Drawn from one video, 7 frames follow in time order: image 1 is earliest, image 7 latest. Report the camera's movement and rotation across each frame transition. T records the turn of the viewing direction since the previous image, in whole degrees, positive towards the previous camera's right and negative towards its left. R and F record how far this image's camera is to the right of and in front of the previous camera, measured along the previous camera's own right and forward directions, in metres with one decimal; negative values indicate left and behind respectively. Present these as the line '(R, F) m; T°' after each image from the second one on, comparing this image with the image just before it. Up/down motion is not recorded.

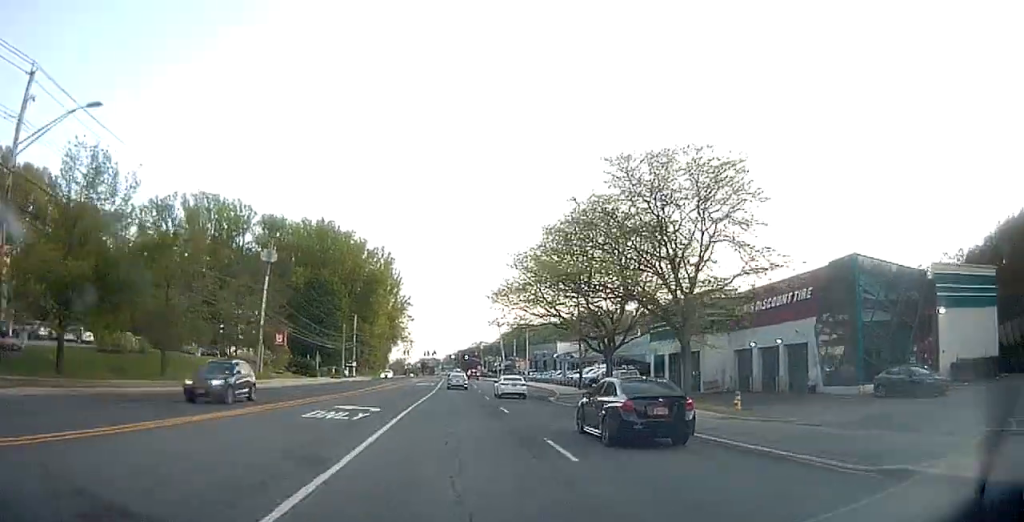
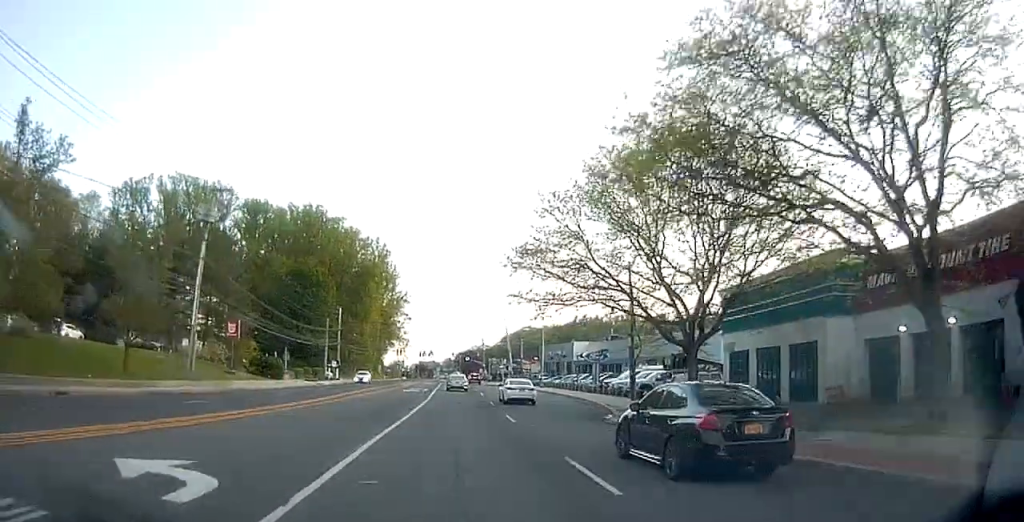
(+0.2, +15.8) m; 0°
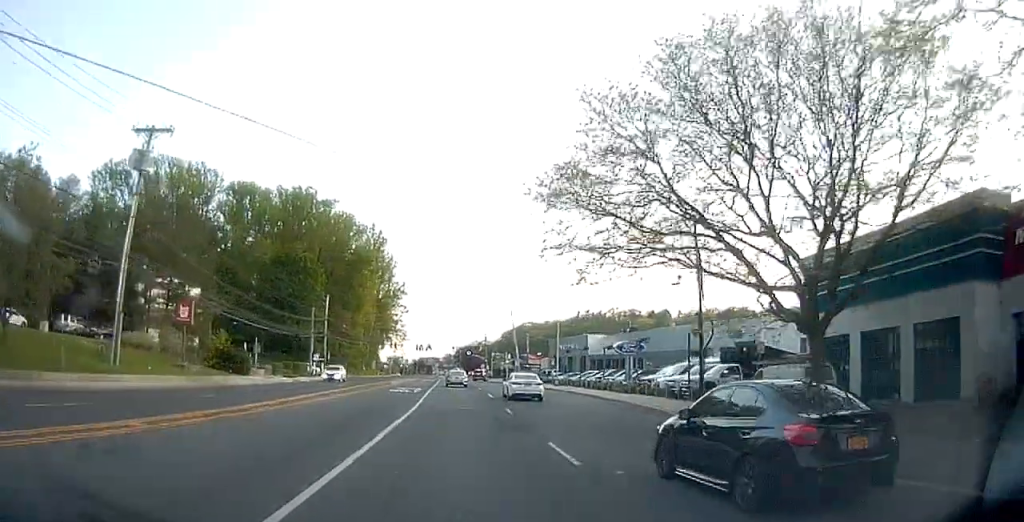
(-0.1, +10.6) m; 0°
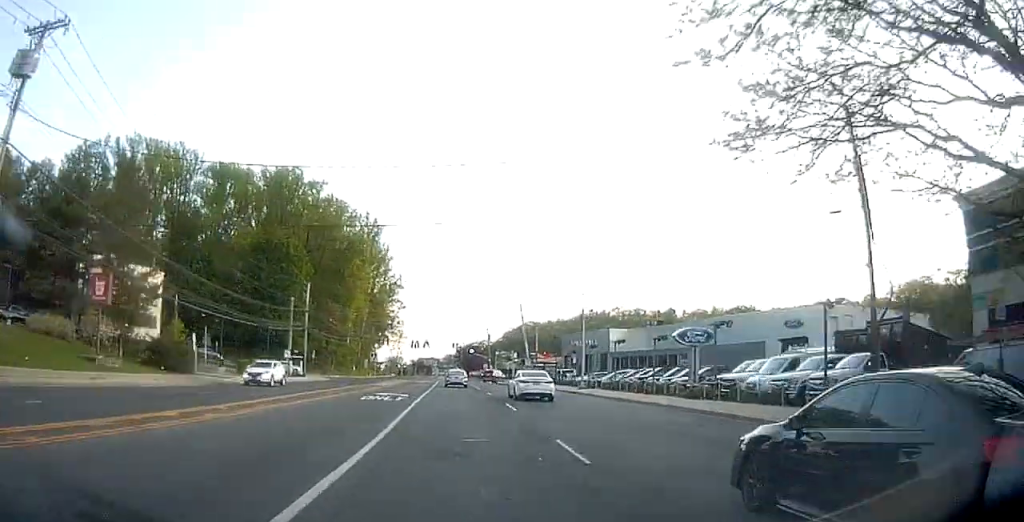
(-0.1, +12.3) m; 0°
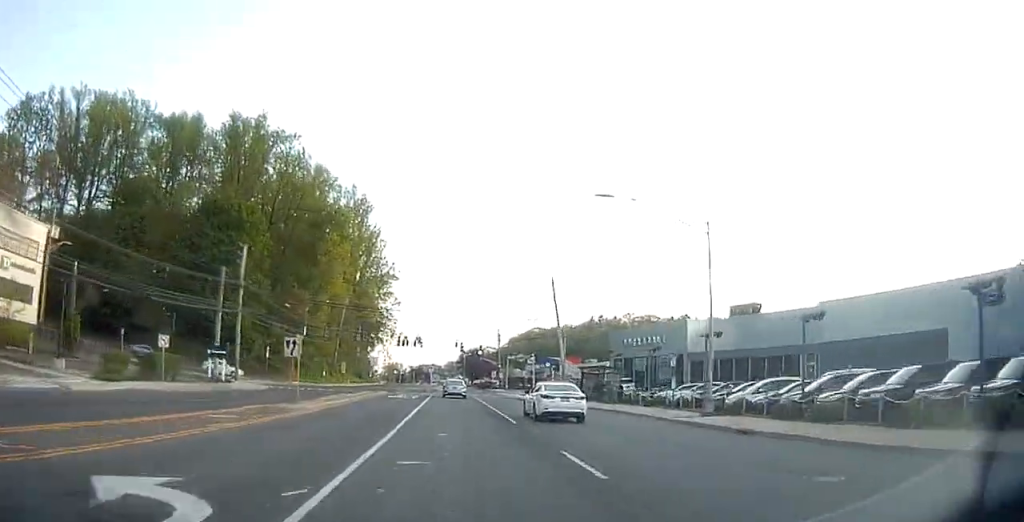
(+0.1, +25.6) m; 0°
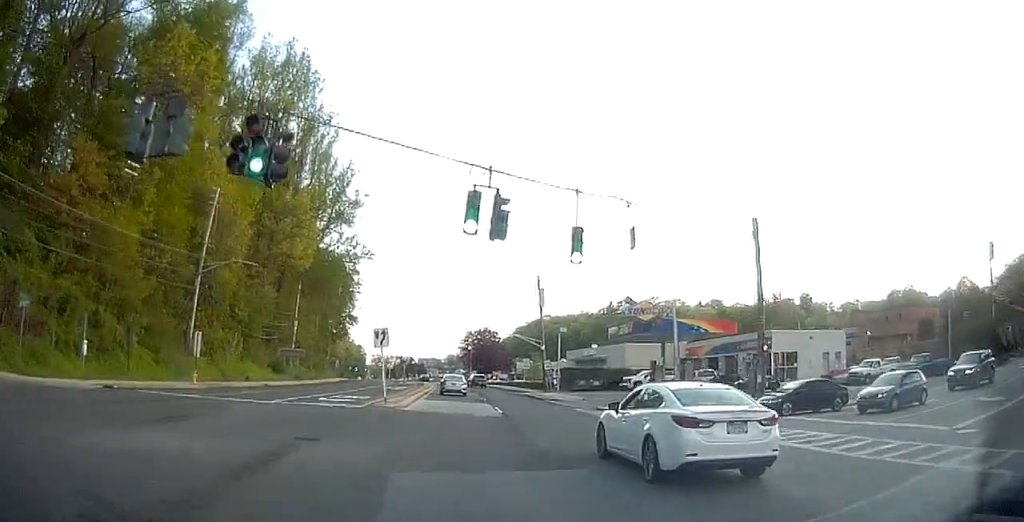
(0.0, +54.9) m; +1°
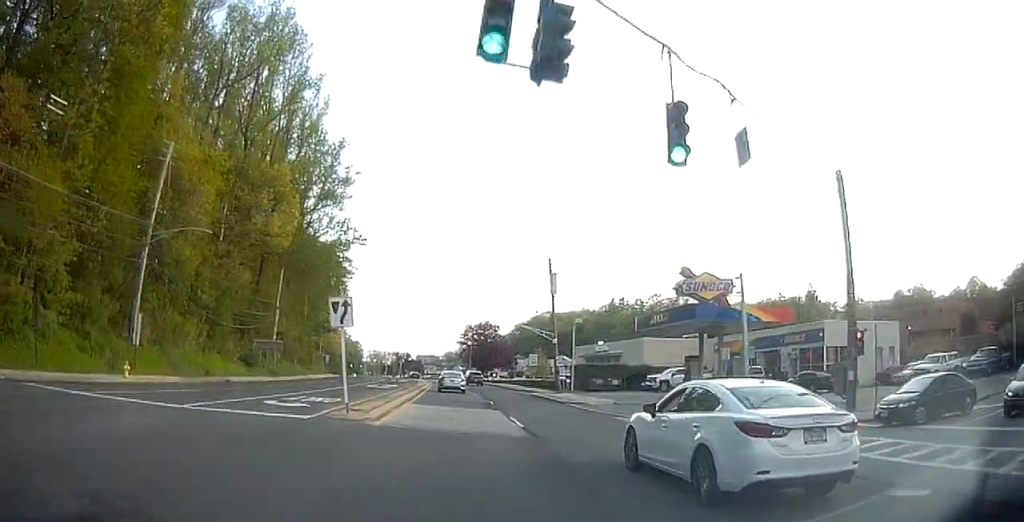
(-0.1, +8.1) m; 0°
